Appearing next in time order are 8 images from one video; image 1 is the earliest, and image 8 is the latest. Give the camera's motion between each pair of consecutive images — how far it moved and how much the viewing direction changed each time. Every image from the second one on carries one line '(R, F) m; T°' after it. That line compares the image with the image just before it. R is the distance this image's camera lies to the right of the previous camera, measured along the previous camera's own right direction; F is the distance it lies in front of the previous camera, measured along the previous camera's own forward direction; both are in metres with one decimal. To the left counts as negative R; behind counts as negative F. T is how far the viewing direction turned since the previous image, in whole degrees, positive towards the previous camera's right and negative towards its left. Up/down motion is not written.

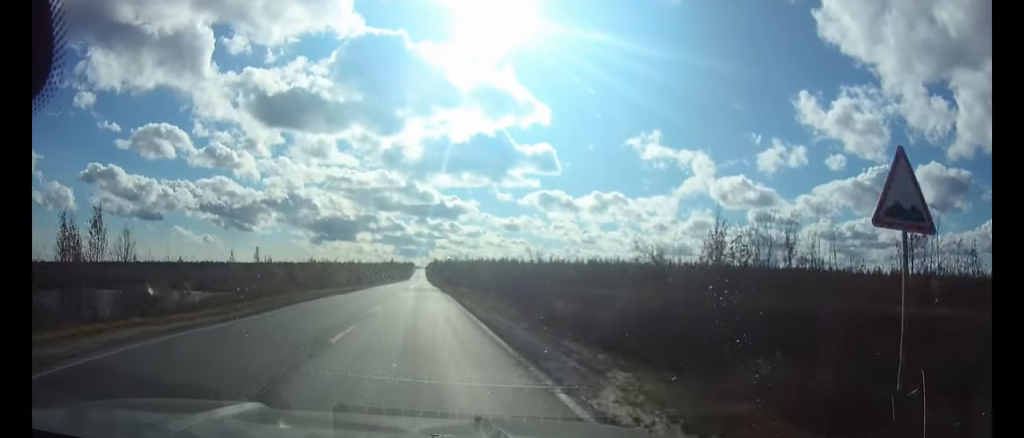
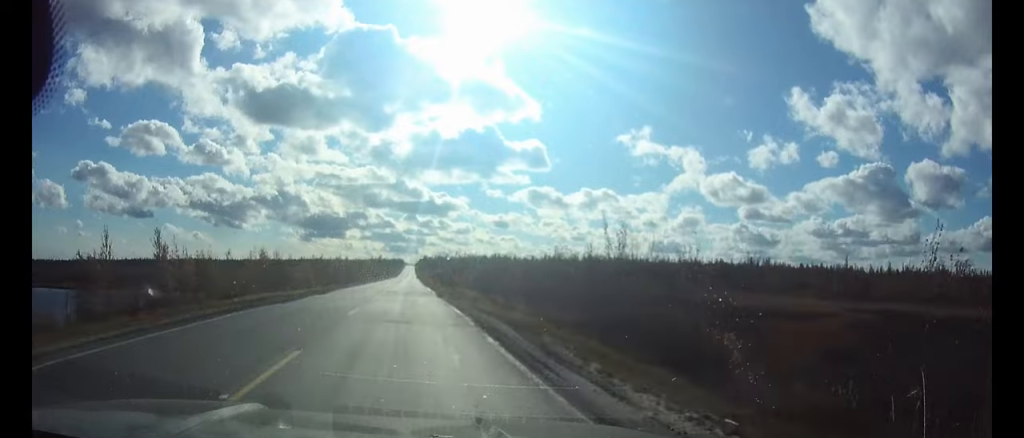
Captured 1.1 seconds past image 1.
(+0.1, +15.7) m; 0°
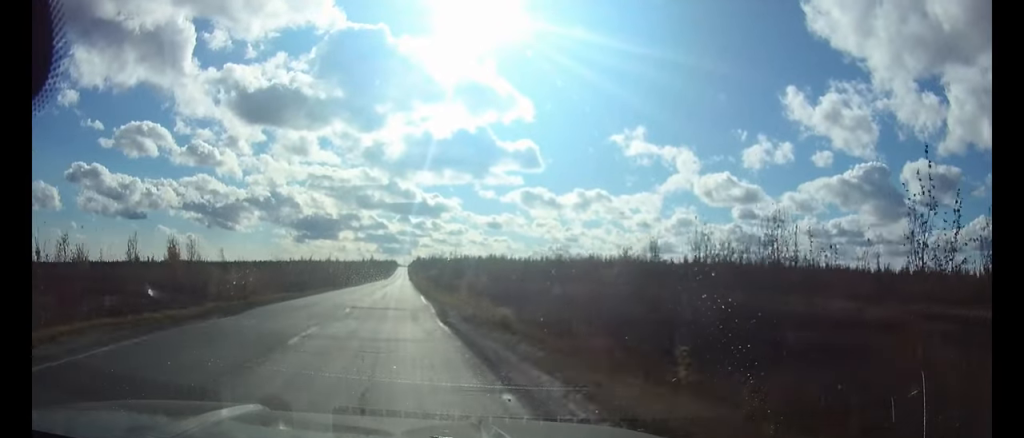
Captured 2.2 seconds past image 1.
(0.0, +15.2) m; 0°
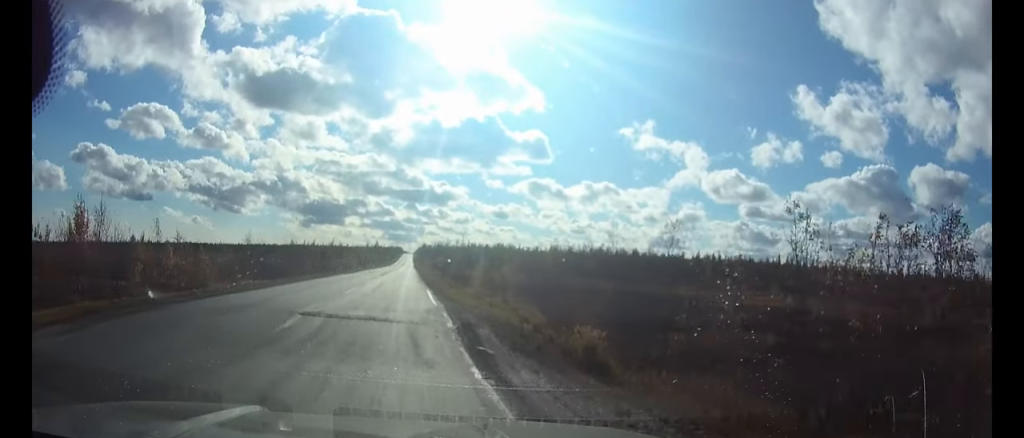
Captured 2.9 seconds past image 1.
(0.0, +10.4) m; -1°
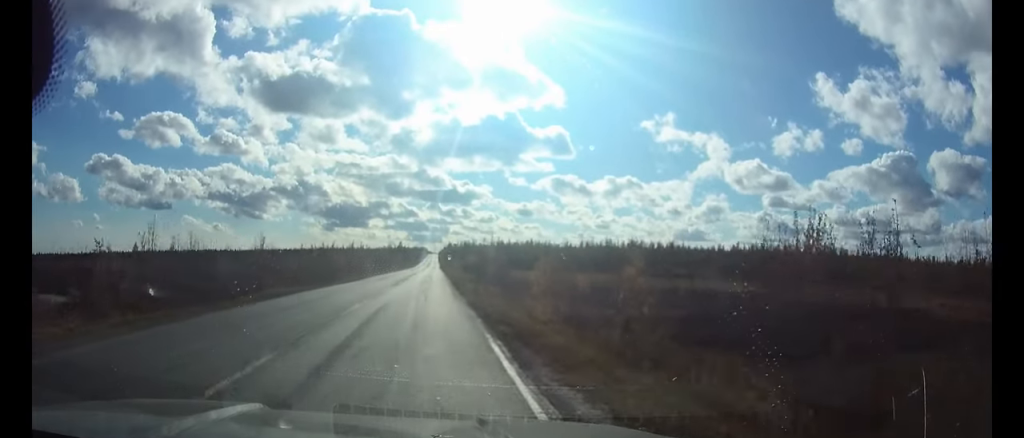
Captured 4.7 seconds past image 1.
(-0.3, +22.3) m; -1°
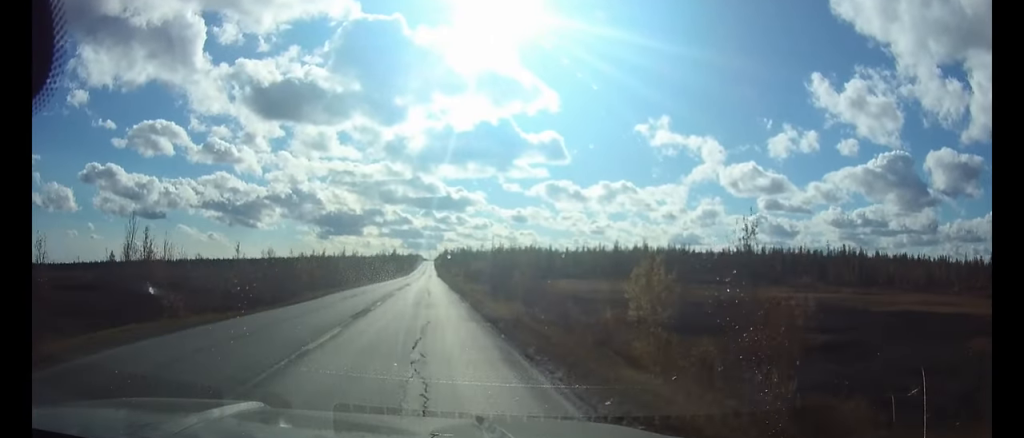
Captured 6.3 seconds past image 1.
(0.0, +21.0) m; 0°
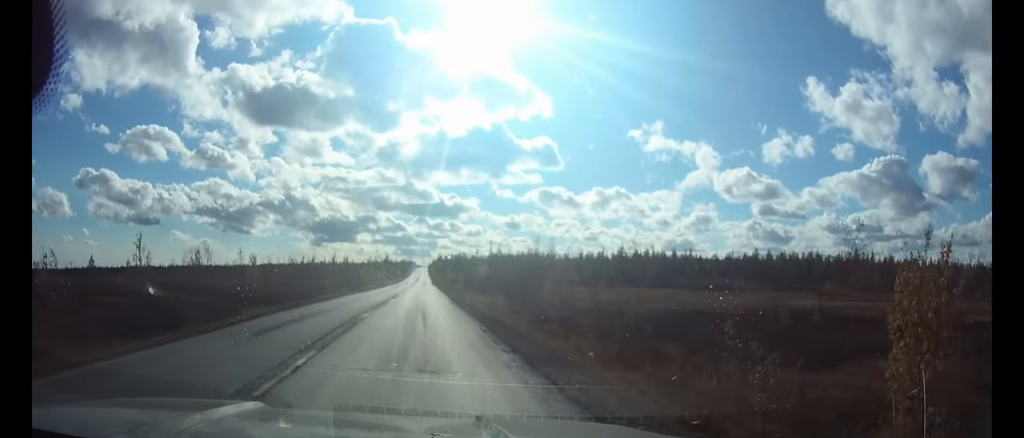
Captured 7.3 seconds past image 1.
(0.0, +14.8) m; 0°
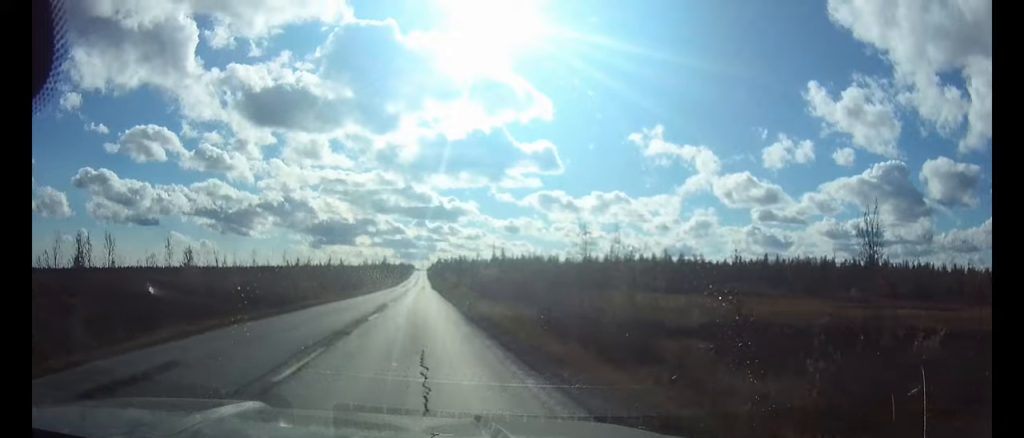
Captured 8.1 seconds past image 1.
(0.0, +13.2) m; 0°
